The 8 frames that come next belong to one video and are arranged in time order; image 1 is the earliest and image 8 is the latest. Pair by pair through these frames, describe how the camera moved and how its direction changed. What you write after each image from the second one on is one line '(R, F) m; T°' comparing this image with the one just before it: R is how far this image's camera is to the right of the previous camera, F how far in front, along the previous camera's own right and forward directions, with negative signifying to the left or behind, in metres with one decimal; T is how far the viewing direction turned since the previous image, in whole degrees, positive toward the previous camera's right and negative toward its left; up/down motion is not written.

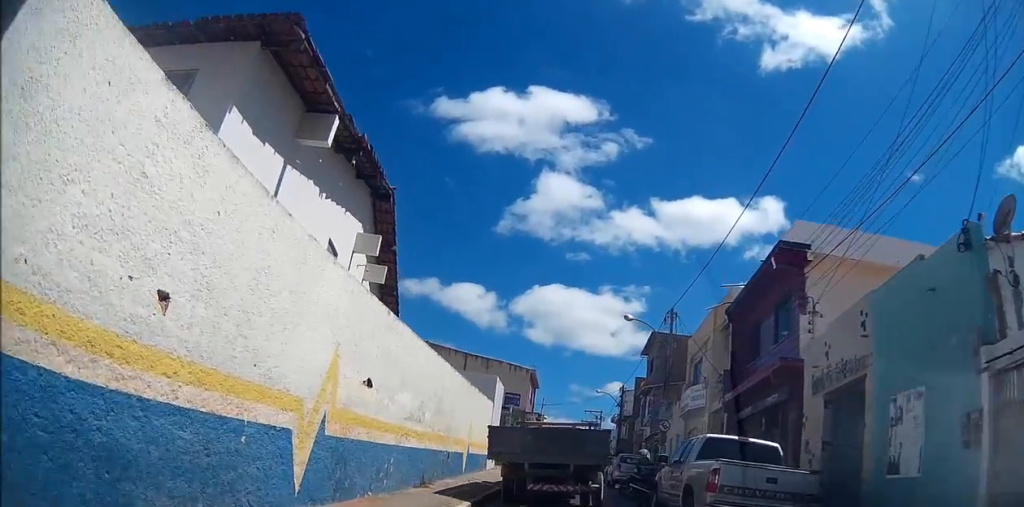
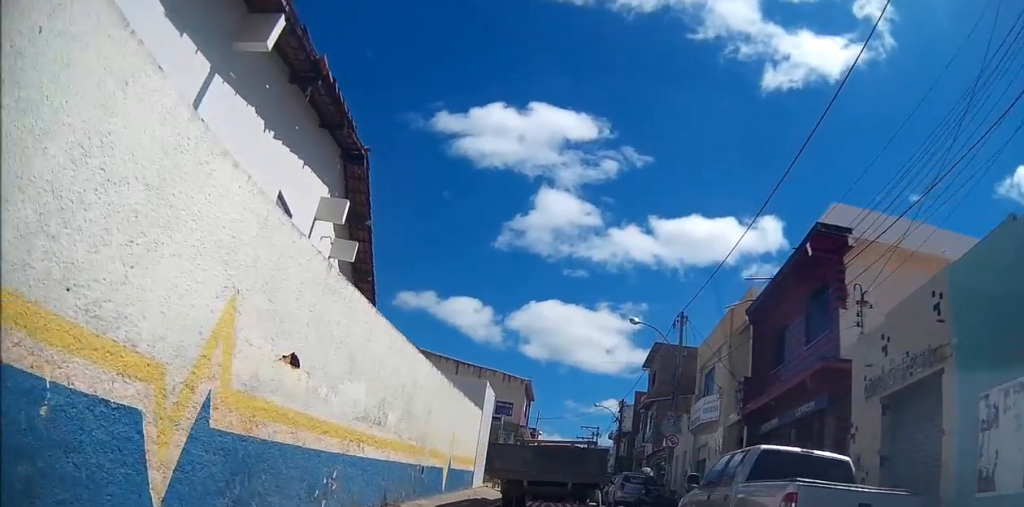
(0.0, +2.5) m; +2°
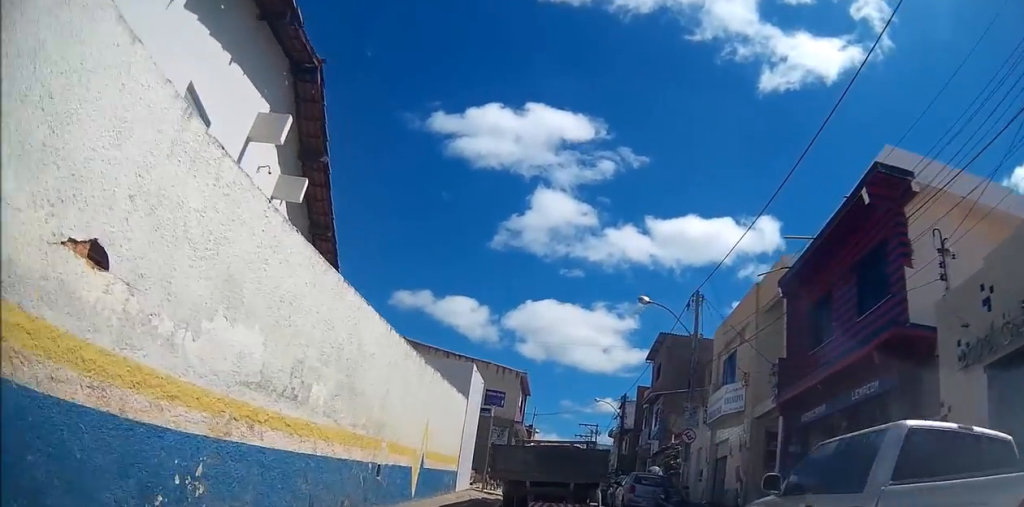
(0.0, +2.8) m; +4°
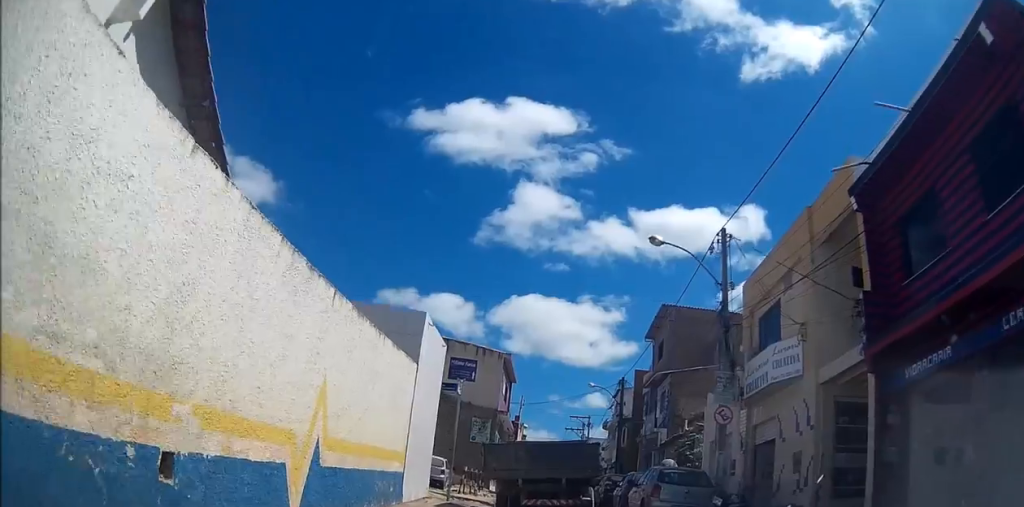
(+0.3, +4.4) m; 0°
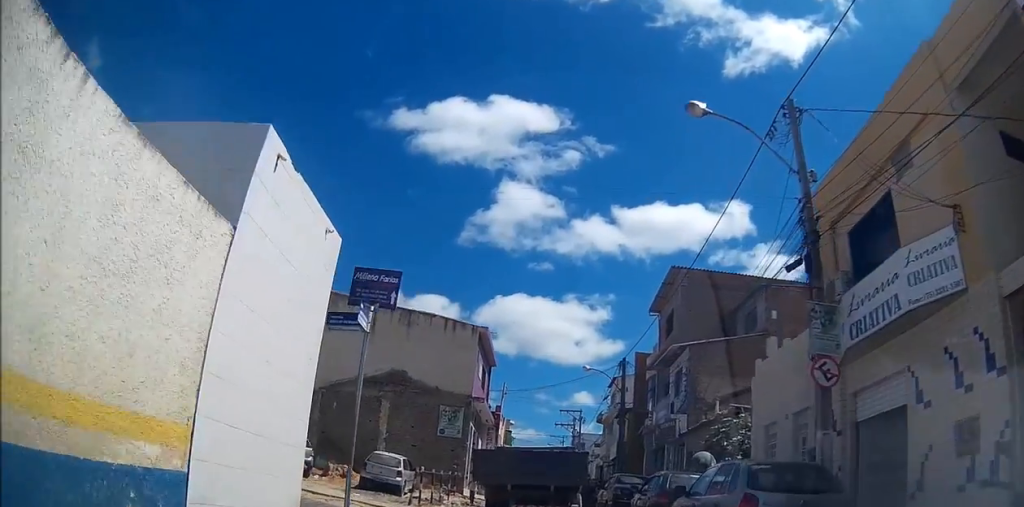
(0.0, +6.0) m; +5°
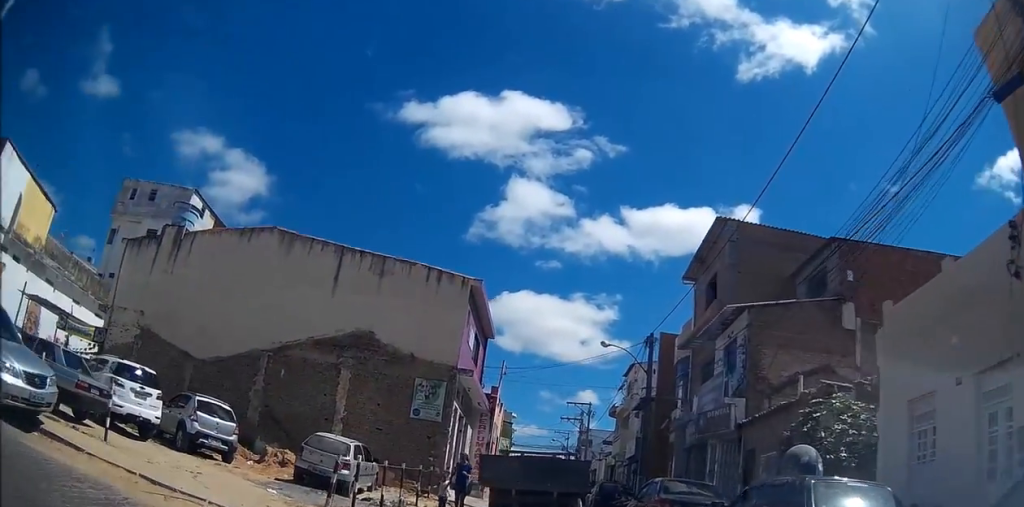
(+0.4, +6.4) m; +6°
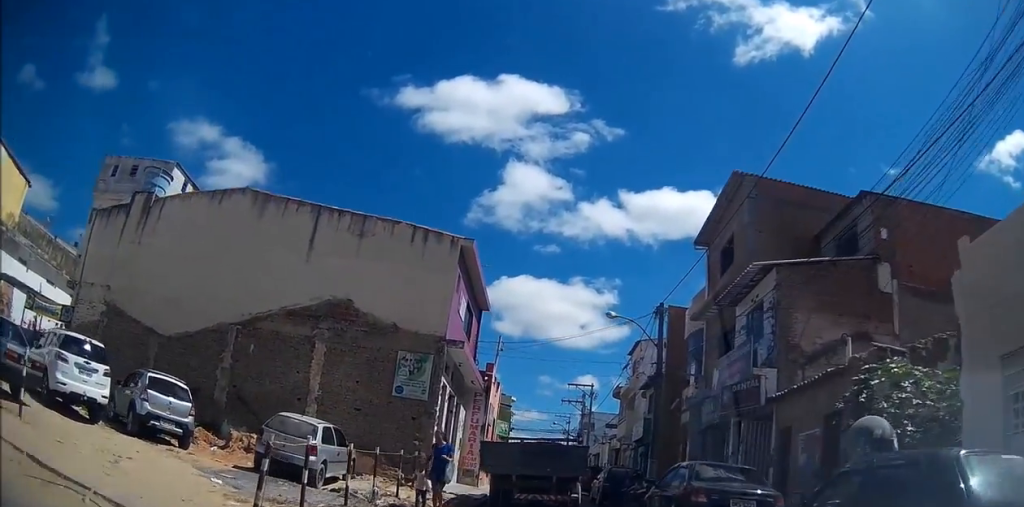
(+0.1, +2.6) m; -1°
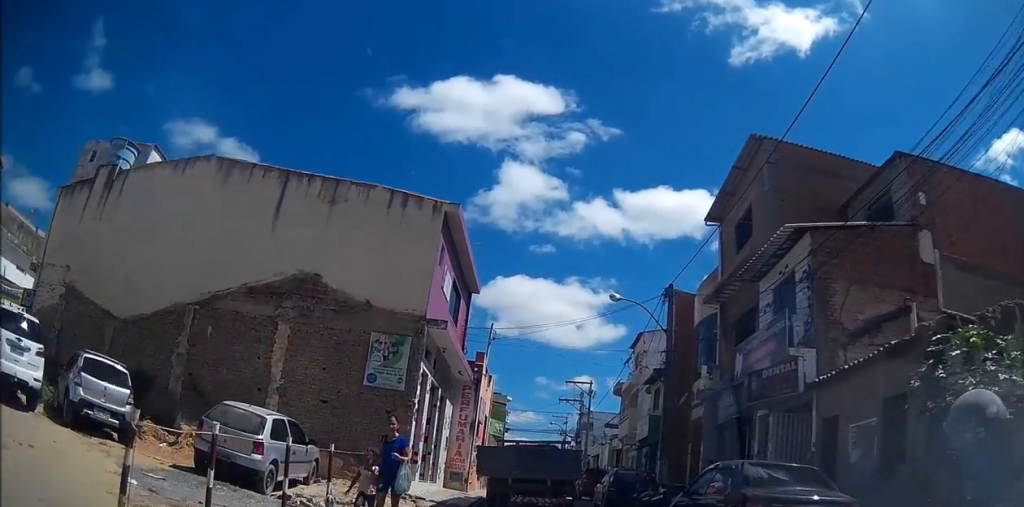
(-0.1, +2.6) m; -1°
